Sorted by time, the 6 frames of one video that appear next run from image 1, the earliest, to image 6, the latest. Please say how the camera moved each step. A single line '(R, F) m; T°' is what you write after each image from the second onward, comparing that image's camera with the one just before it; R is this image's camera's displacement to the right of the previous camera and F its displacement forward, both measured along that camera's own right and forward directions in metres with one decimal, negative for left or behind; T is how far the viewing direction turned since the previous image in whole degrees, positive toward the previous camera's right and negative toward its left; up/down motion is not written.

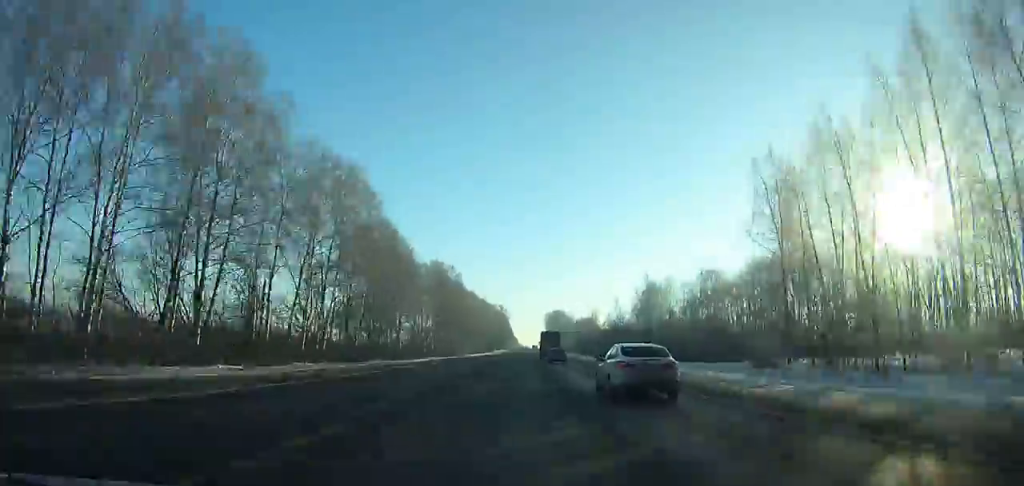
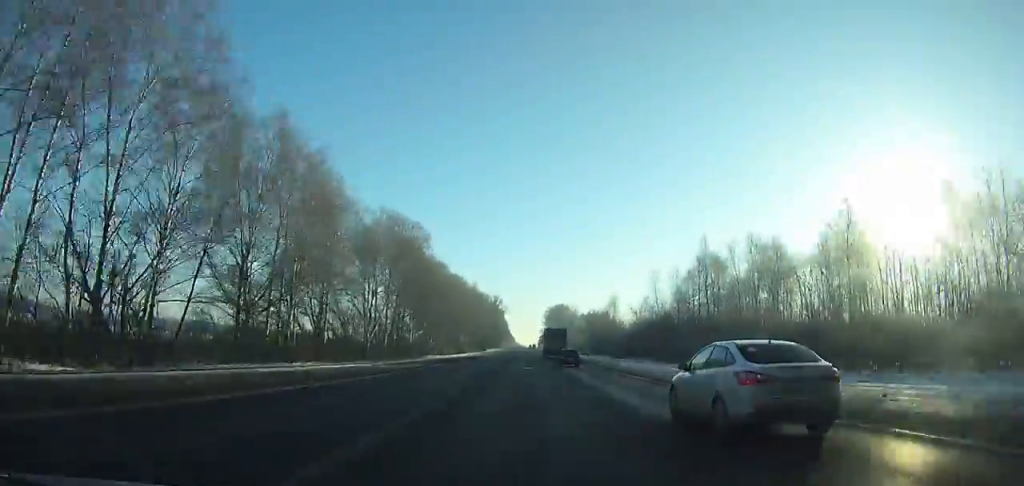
(-0.2, +45.3) m; 0°
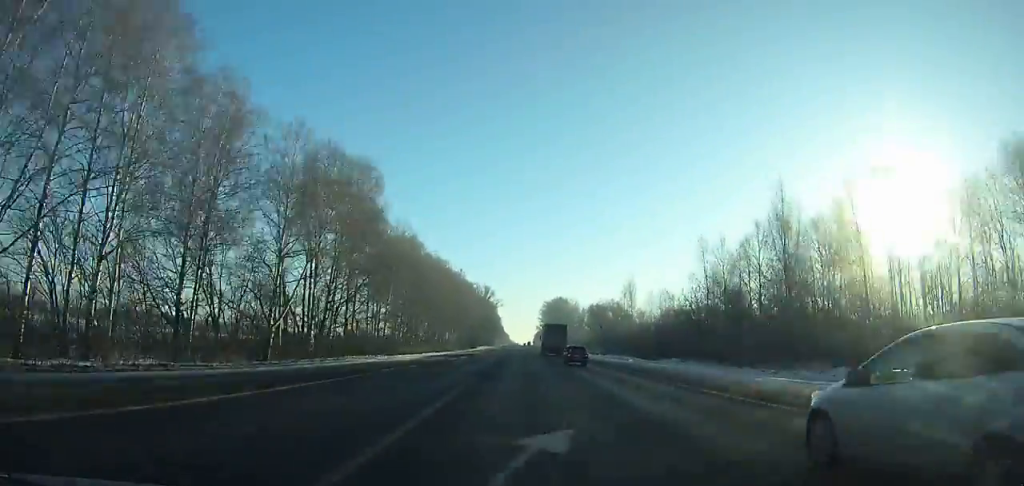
(+0.1, +28.9) m; +1°
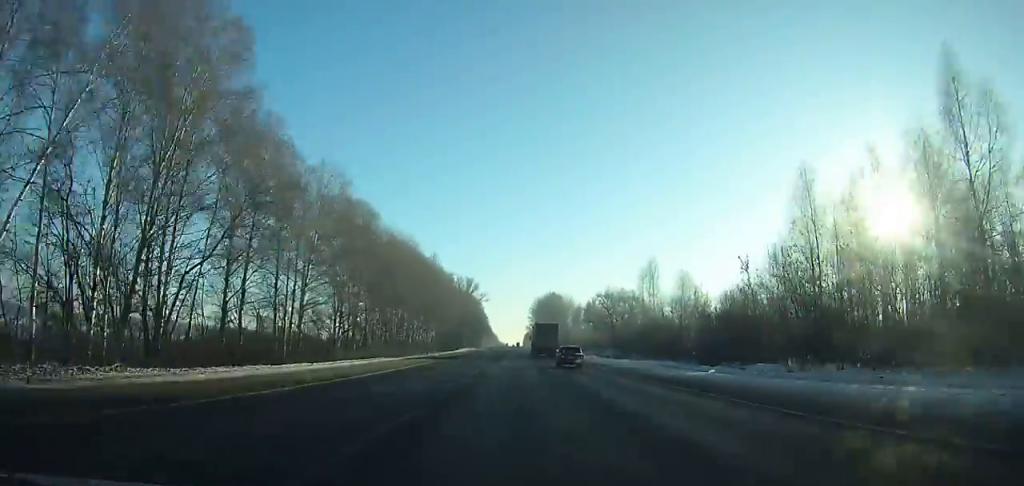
(+0.2, +29.6) m; +1°
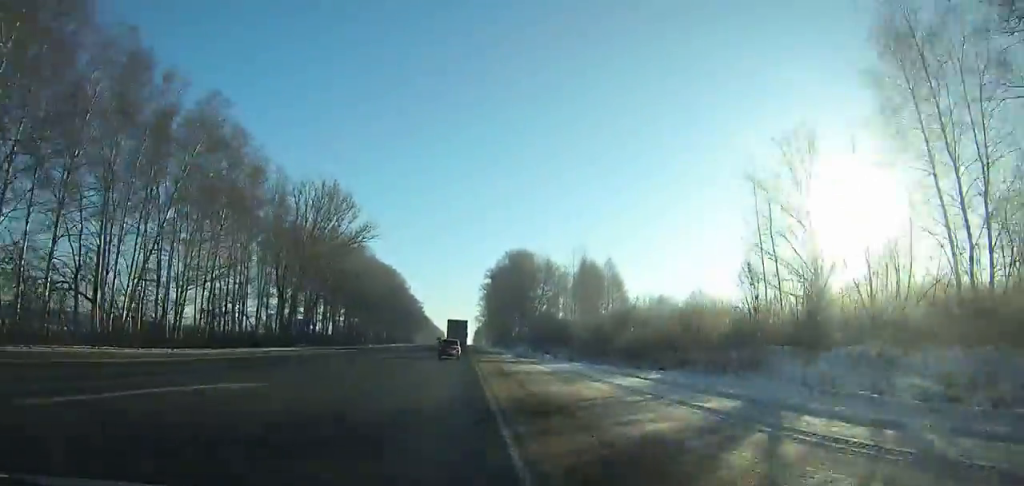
(+3.9, +94.7) m; +5°
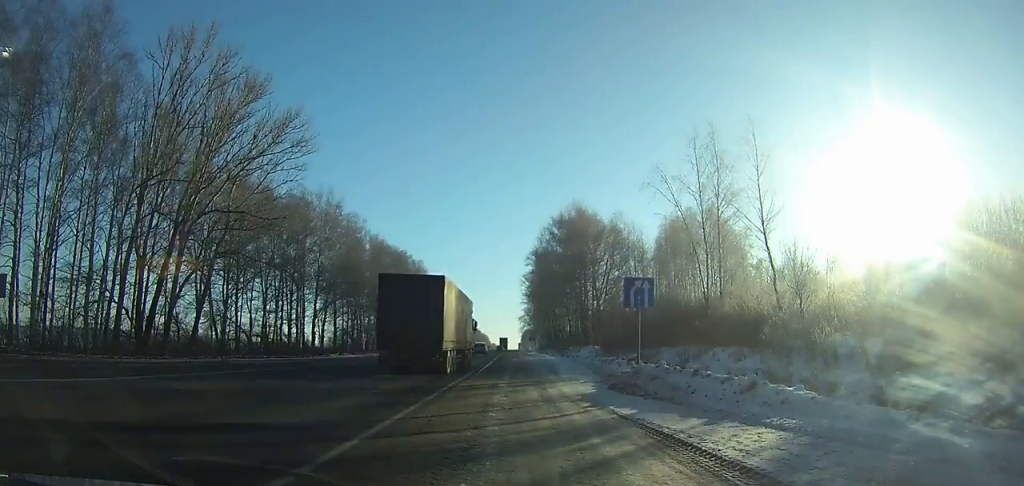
(-2.2, +50.5) m; -9°
